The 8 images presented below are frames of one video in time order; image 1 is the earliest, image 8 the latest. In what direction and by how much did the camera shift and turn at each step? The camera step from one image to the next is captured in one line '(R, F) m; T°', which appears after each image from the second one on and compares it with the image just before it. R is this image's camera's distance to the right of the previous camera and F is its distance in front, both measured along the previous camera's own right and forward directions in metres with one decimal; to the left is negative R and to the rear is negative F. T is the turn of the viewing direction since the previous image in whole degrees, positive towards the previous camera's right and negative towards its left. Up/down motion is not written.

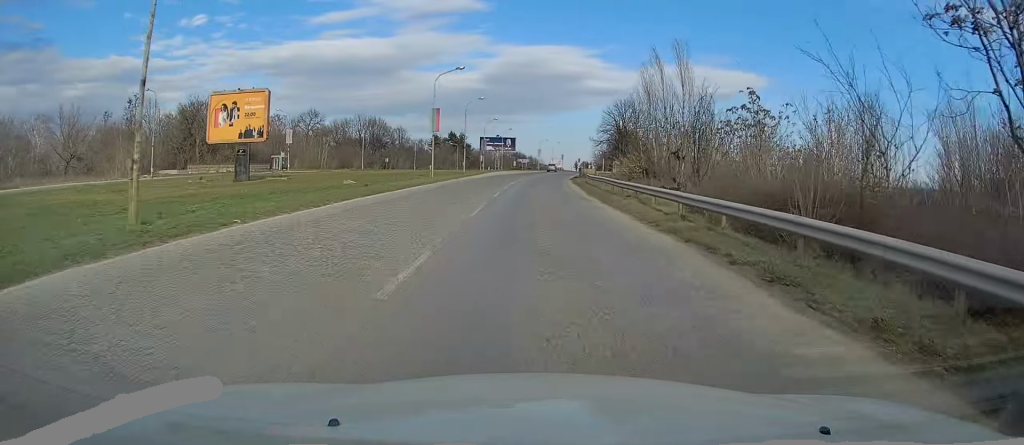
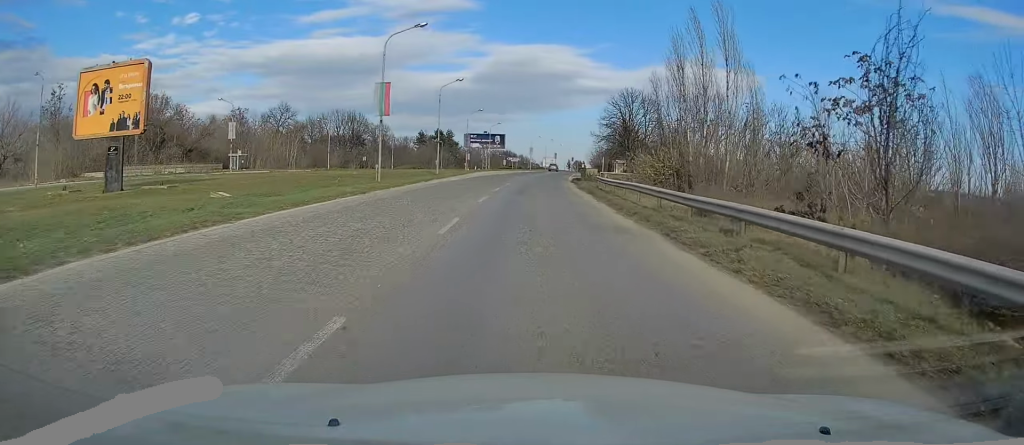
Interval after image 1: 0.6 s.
(+0.1, +12.8) m; +1°
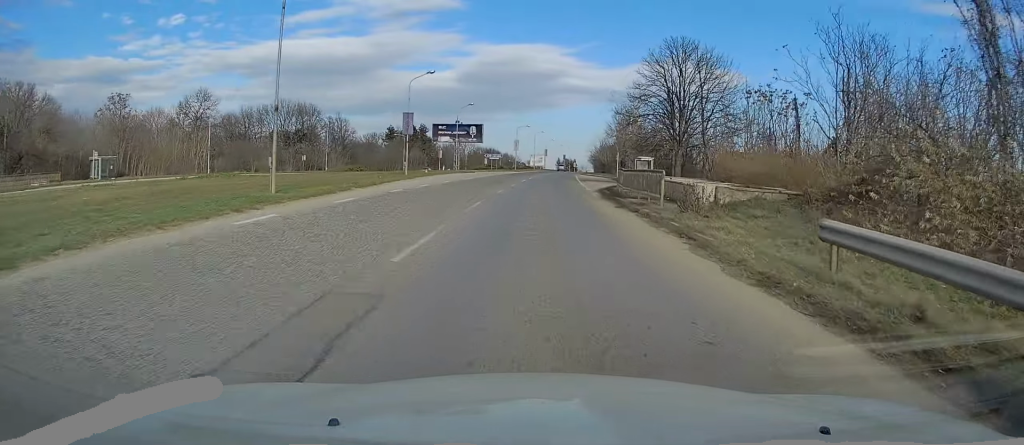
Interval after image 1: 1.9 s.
(+0.6, +30.1) m; +2°
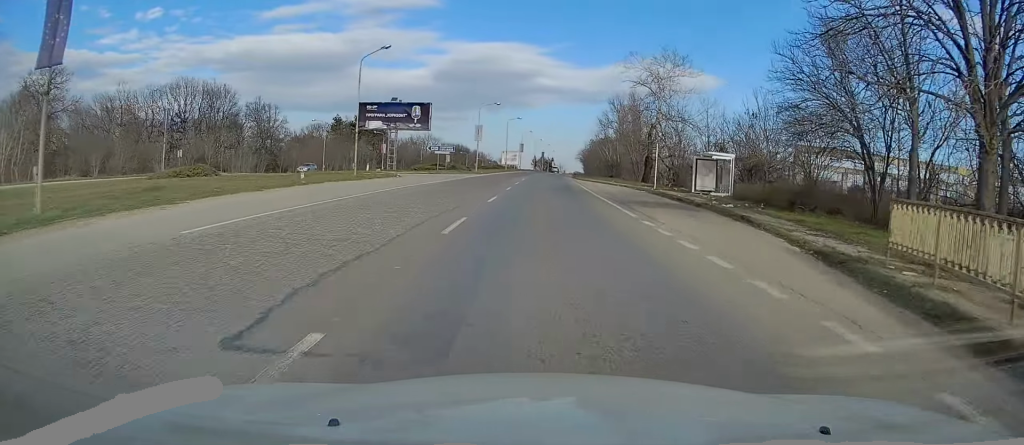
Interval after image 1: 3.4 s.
(+0.5, +33.7) m; +2°
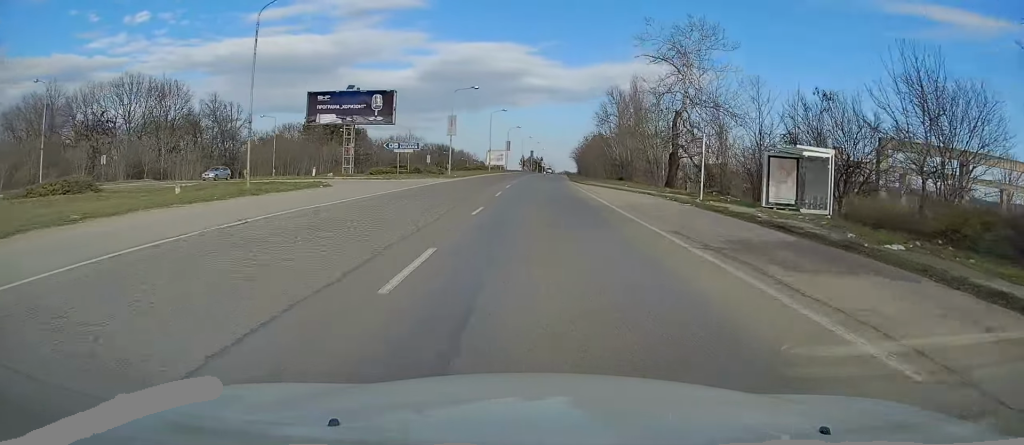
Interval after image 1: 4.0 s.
(0.0, +13.4) m; +1°
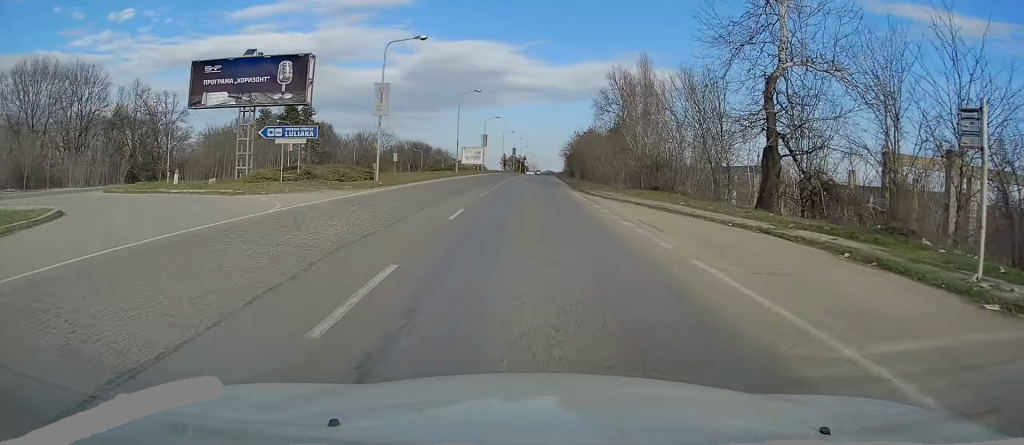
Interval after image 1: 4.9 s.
(+0.4, +19.3) m; +1°
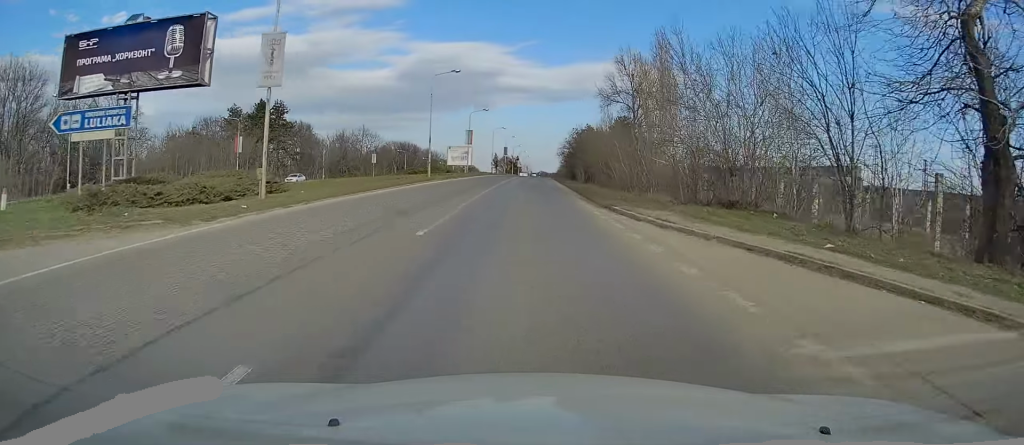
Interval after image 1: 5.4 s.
(+0.1, +12.6) m; +1°
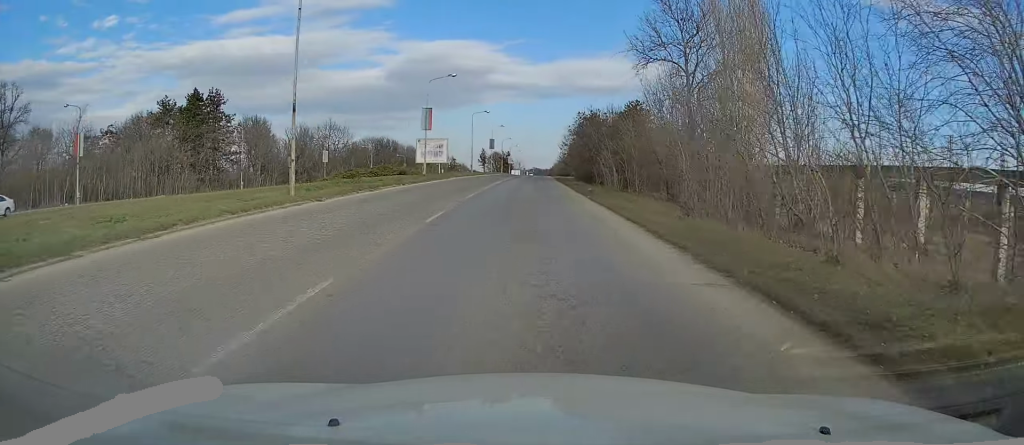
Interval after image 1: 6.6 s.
(+0.2, +25.0) m; +1°
